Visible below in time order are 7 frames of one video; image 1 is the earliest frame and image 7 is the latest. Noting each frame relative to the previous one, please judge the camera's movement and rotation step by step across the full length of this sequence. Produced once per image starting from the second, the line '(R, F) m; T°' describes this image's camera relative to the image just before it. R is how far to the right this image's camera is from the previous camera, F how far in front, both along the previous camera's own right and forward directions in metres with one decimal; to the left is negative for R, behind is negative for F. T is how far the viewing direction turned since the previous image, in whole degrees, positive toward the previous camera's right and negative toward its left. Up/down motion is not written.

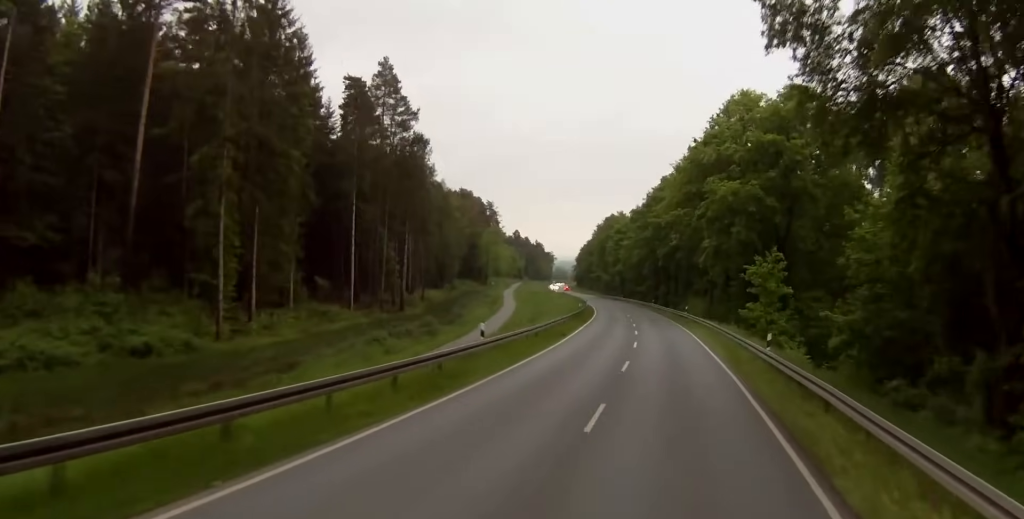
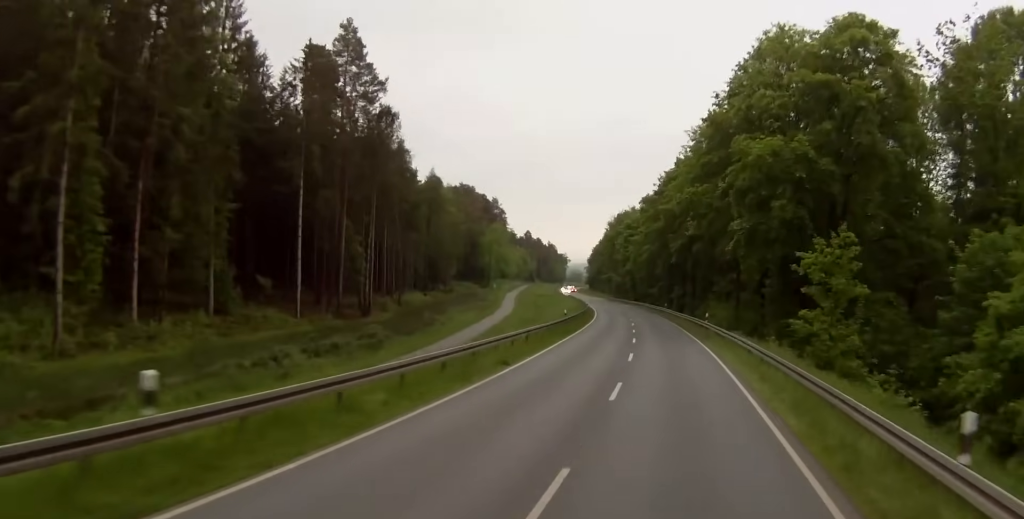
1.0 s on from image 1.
(-0.2, +21.7) m; -1°
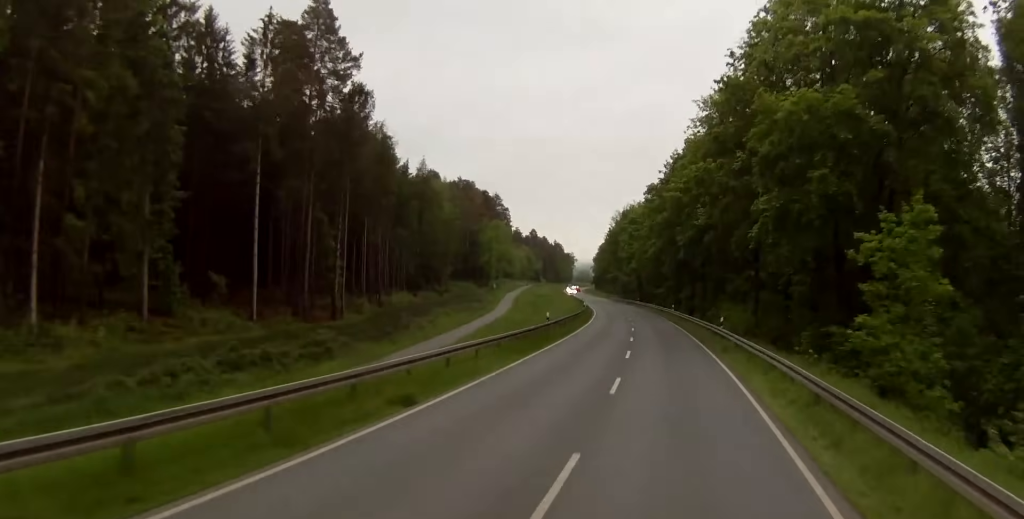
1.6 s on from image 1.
(0.0, +11.0) m; 0°
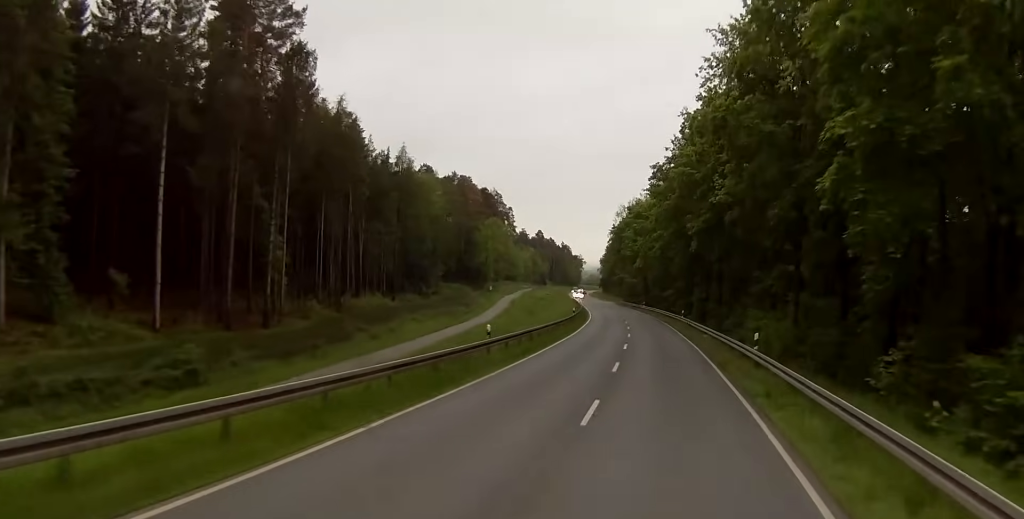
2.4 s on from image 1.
(0.0, +15.0) m; -1°
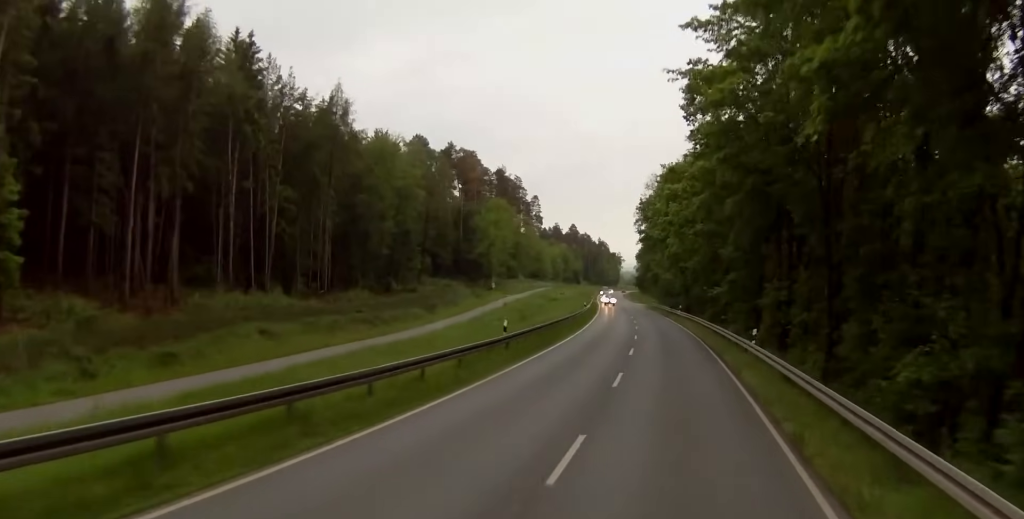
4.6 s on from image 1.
(-0.7, +32.6) m; -2°
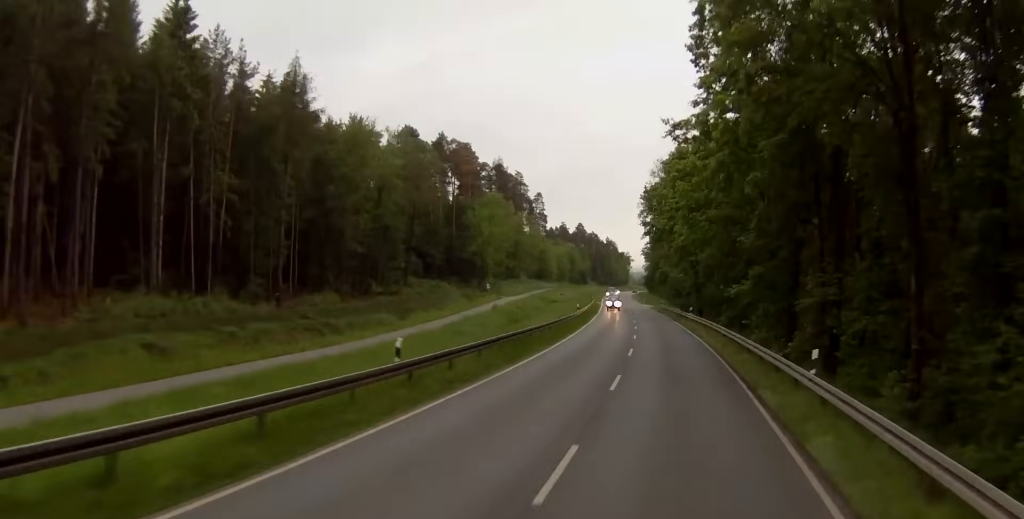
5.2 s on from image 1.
(0.0, +11.8) m; -1°
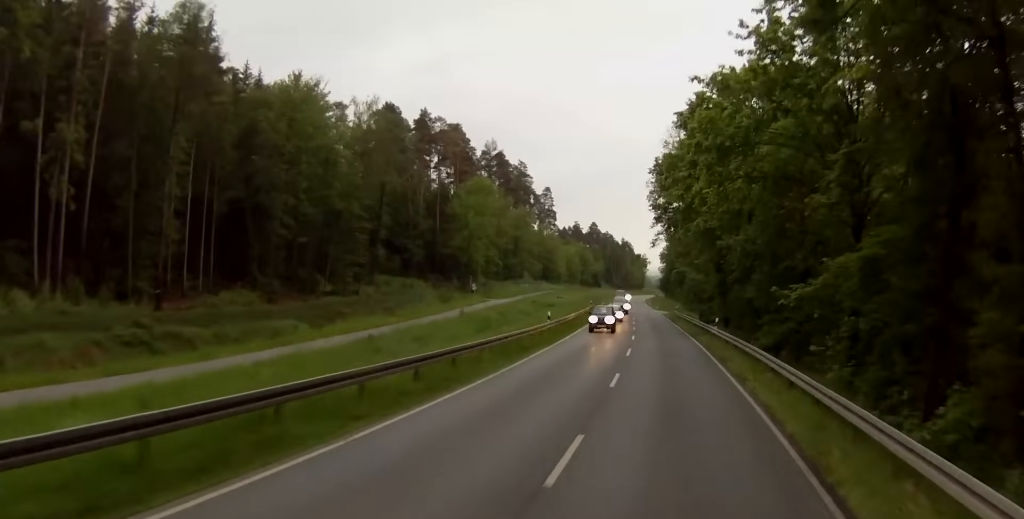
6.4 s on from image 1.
(-0.5, +24.5) m; -1°
